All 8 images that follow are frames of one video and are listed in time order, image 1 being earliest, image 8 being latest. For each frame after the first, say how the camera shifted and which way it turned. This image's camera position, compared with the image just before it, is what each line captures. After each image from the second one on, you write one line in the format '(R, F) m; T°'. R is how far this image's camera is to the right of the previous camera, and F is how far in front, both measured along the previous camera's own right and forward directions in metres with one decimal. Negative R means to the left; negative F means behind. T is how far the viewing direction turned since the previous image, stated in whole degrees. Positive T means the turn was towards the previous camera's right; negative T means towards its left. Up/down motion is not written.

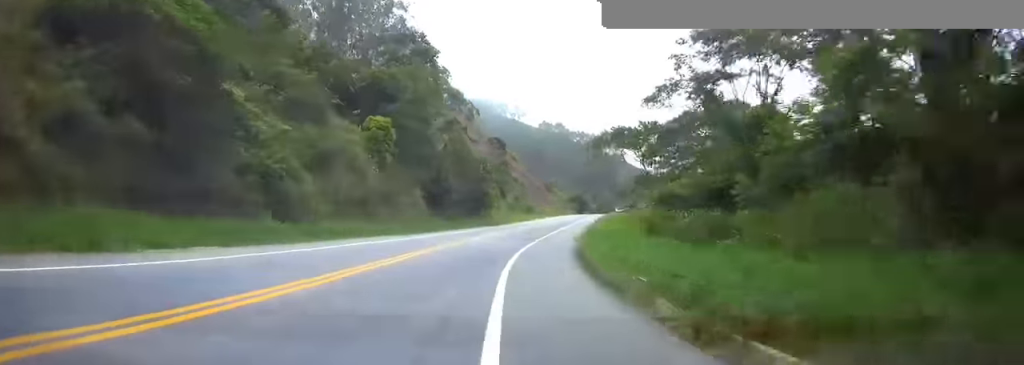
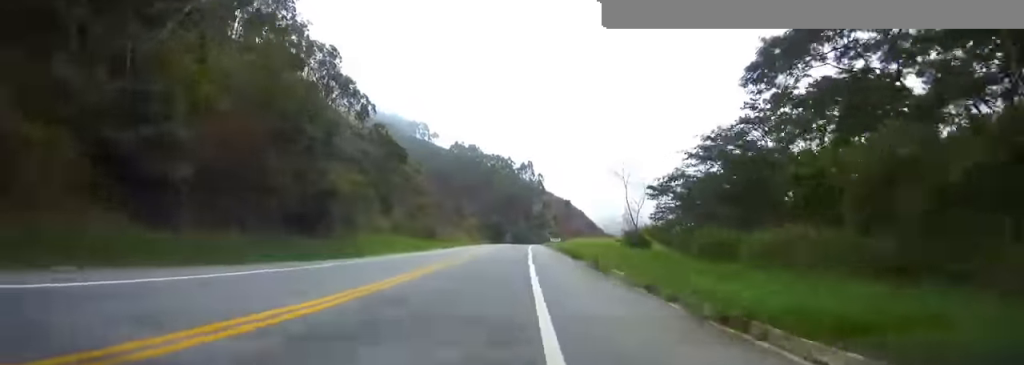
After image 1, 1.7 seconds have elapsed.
(-3.7, +48.1) m; -1°
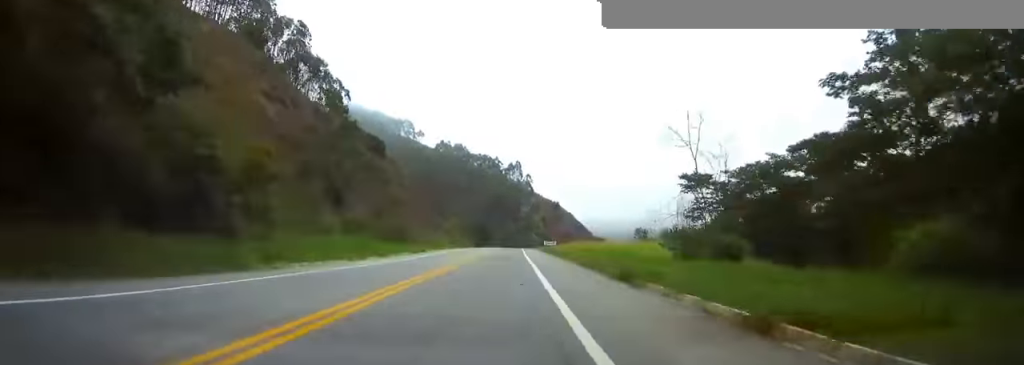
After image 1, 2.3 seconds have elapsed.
(+0.3, +18.0) m; +1°
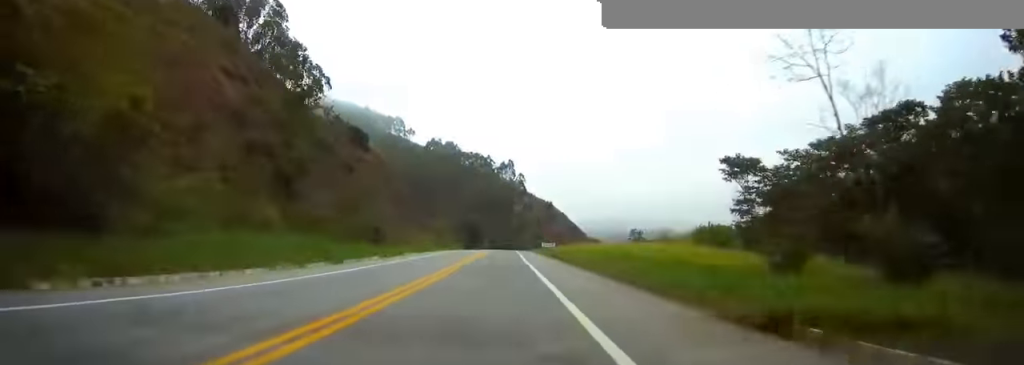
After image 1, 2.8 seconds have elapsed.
(0.0, +12.4) m; 0°
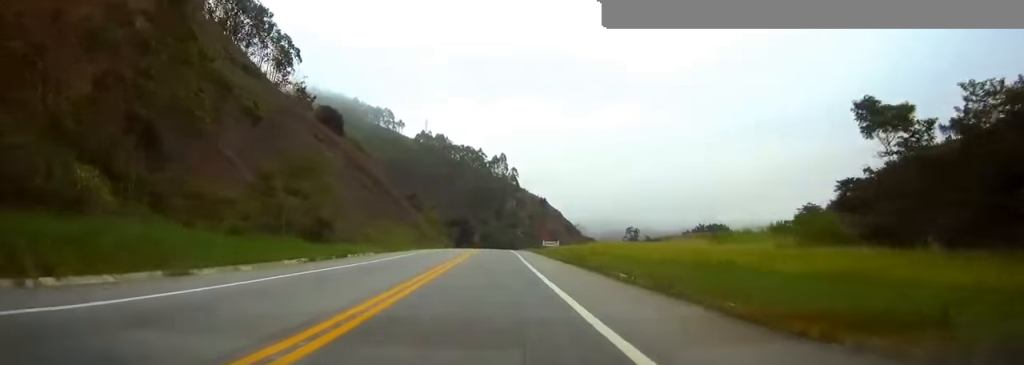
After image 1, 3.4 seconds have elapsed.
(0.0, +18.8) m; 0°
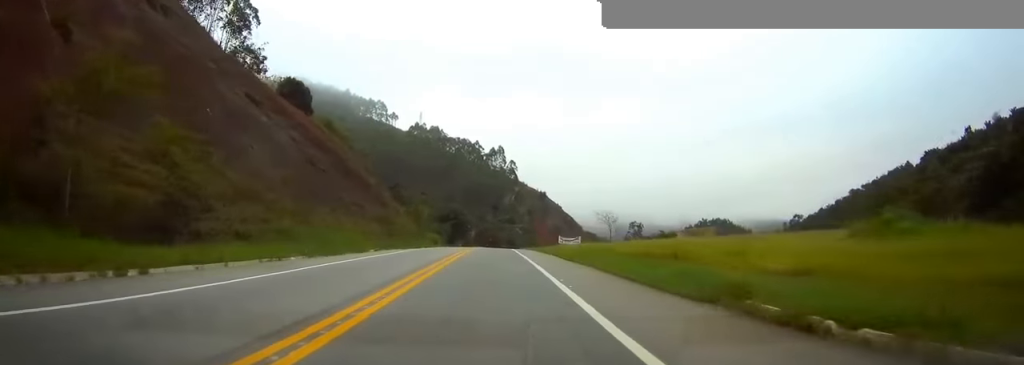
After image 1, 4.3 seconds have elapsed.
(0.0, +23.4) m; 0°
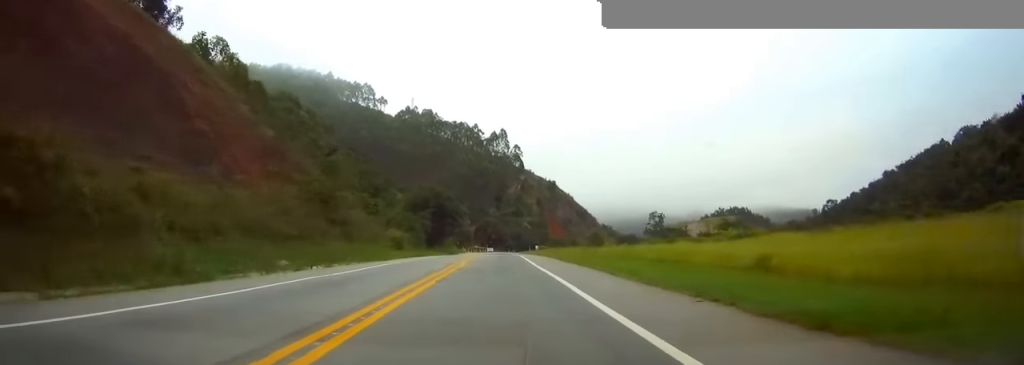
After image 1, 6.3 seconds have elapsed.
(+0.6, +56.7) m; +1°
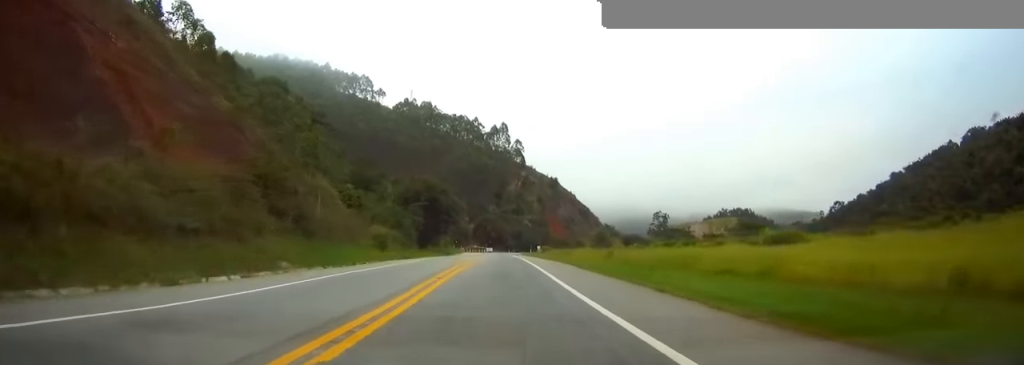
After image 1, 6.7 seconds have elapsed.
(0.0, +11.9) m; 0°
